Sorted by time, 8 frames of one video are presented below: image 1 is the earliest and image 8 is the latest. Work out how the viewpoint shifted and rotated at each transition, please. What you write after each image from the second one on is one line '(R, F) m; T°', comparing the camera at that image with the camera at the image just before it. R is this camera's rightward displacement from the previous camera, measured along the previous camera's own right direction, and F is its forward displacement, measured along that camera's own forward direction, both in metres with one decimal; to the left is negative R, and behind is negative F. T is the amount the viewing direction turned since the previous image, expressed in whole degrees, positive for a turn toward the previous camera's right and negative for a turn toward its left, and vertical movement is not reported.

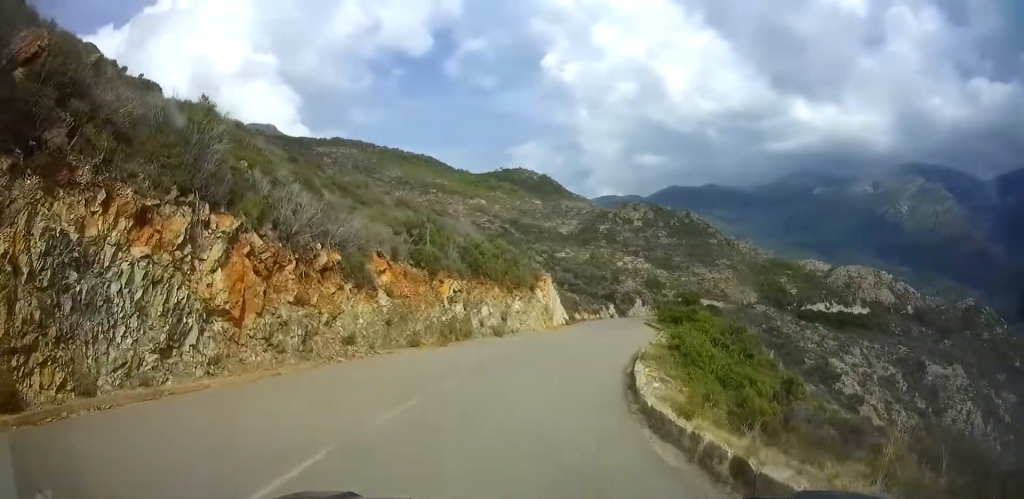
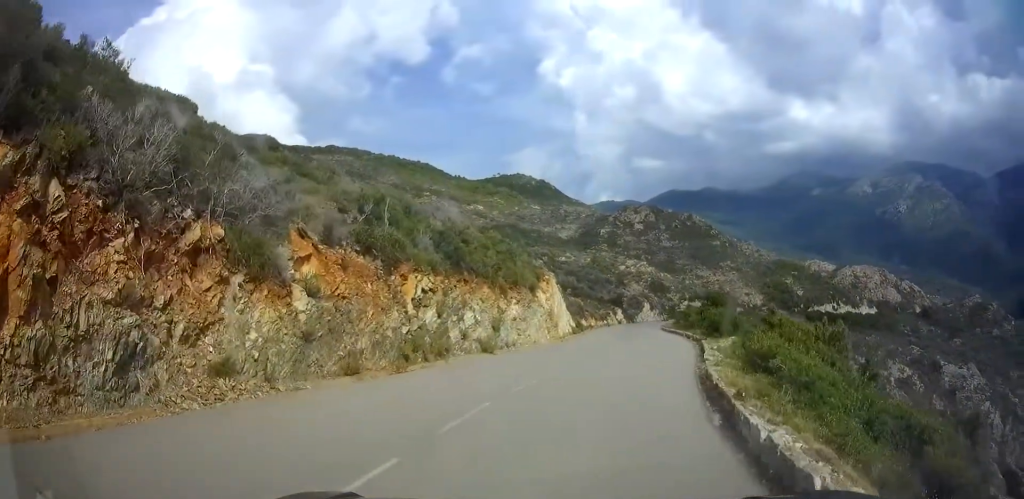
(-0.7, +8.5) m; -4°
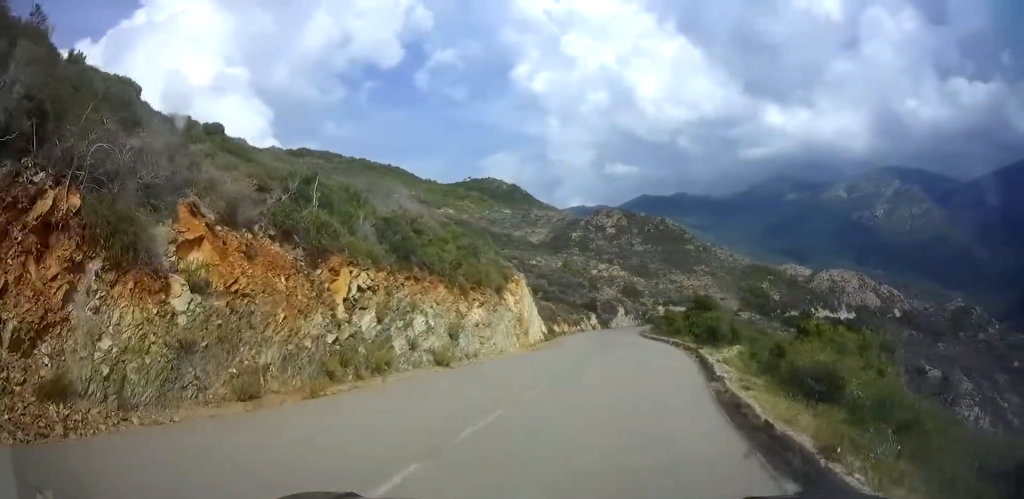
(-0.2, +4.2) m; +1°
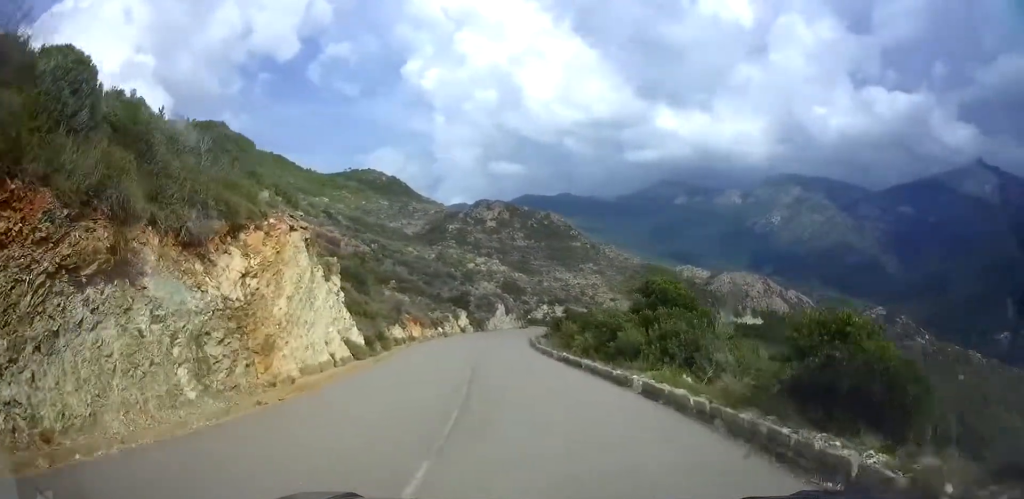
(+1.8, +20.8) m; +8°
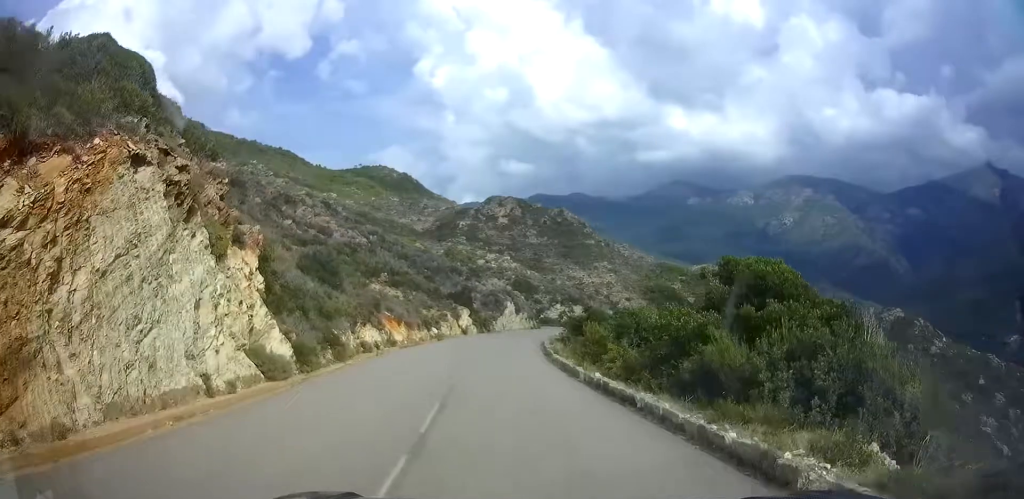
(+0.2, +8.4) m; -1°
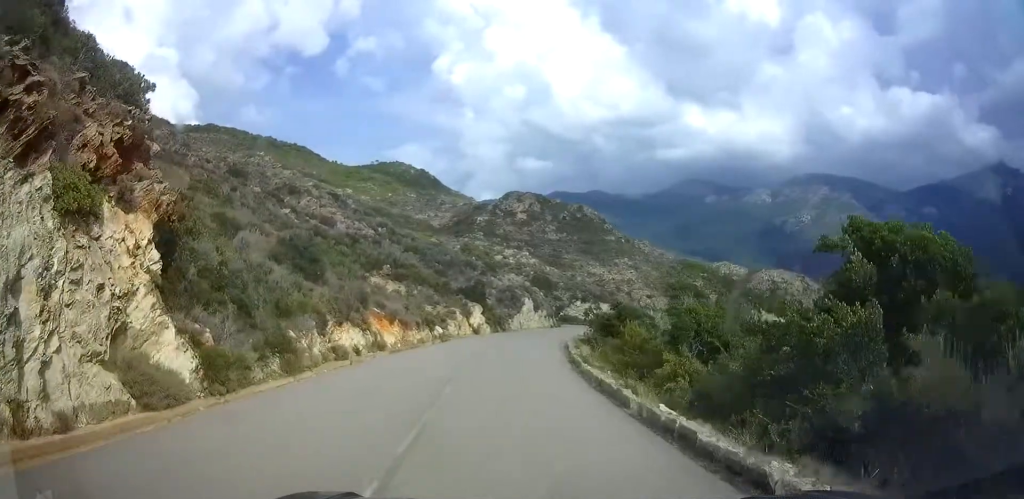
(-0.1, +5.8) m; -1°
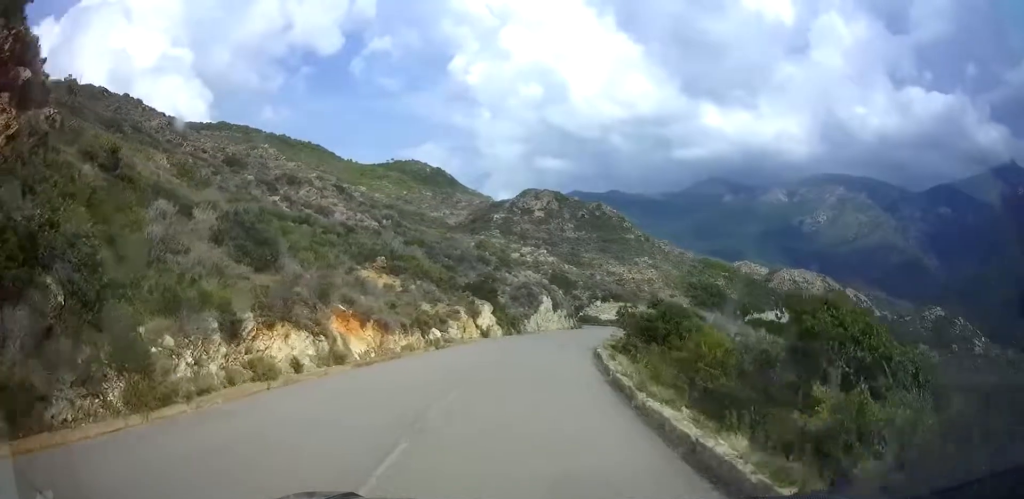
(-0.2, +7.0) m; -1°
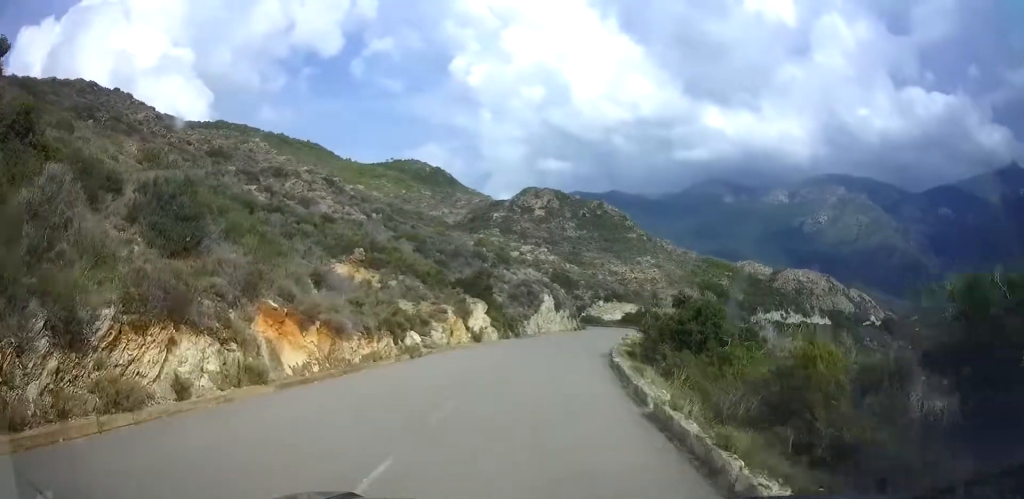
(+0.1, +5.4) m; +1°
